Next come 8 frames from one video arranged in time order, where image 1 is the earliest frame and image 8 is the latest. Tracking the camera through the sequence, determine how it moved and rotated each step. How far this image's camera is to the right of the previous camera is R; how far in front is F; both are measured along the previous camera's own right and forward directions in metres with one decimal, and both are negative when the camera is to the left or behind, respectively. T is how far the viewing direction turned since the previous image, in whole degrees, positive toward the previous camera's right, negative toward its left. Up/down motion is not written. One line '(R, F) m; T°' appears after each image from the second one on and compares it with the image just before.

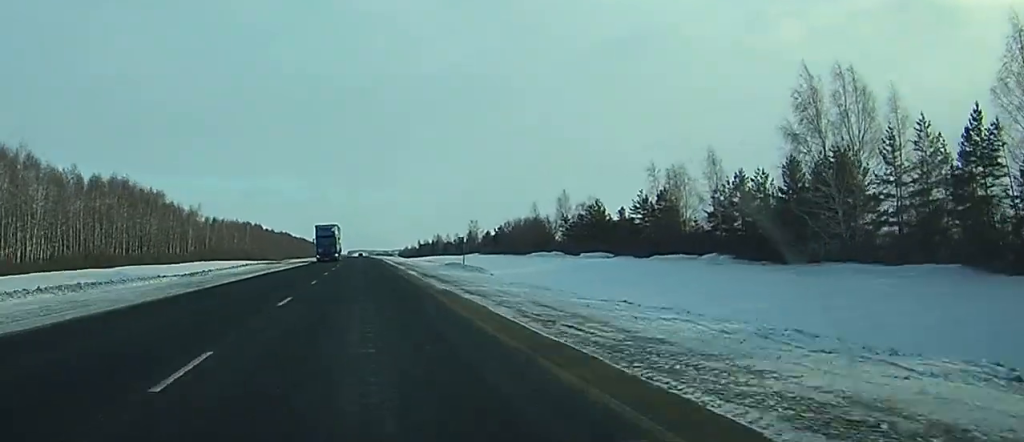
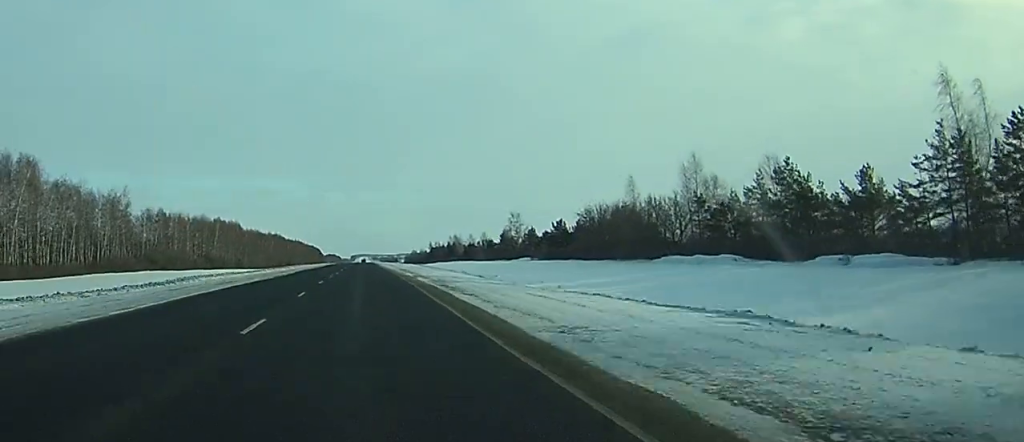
(-0.4, +77.9) m; -1°
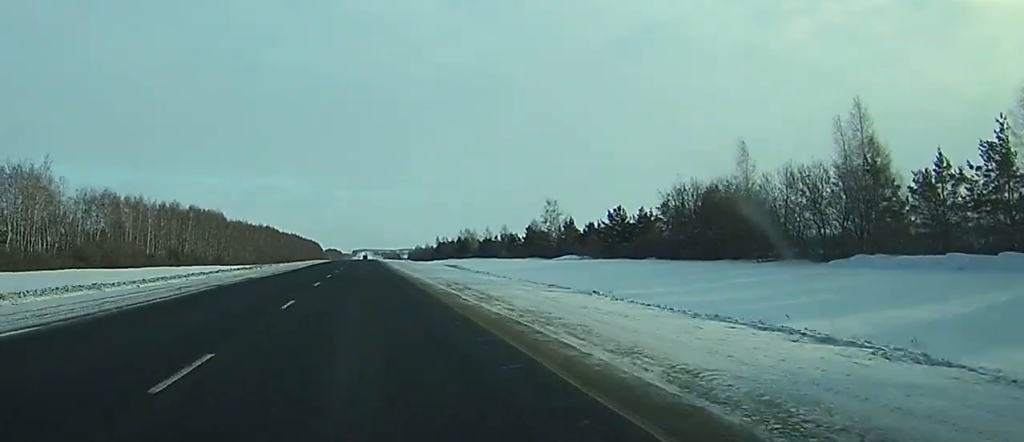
(-0.1, +42.5) m; 0°
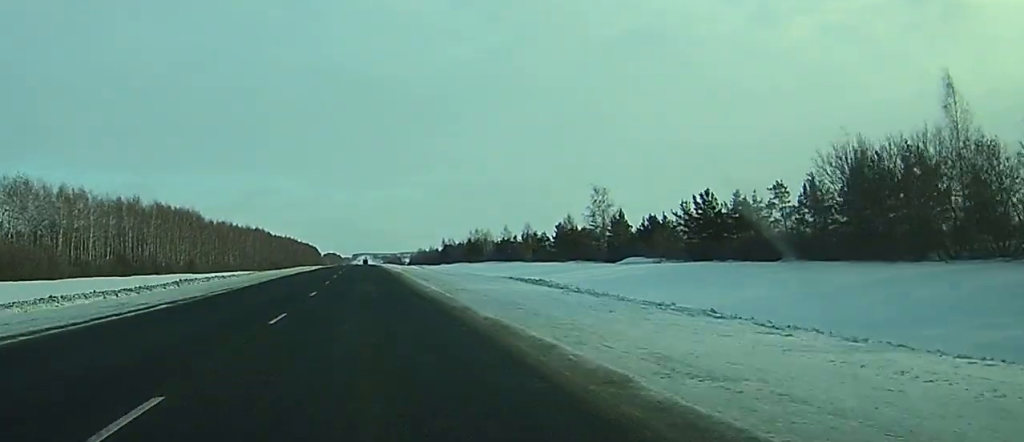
(+0.1, +38.8) m; 0°
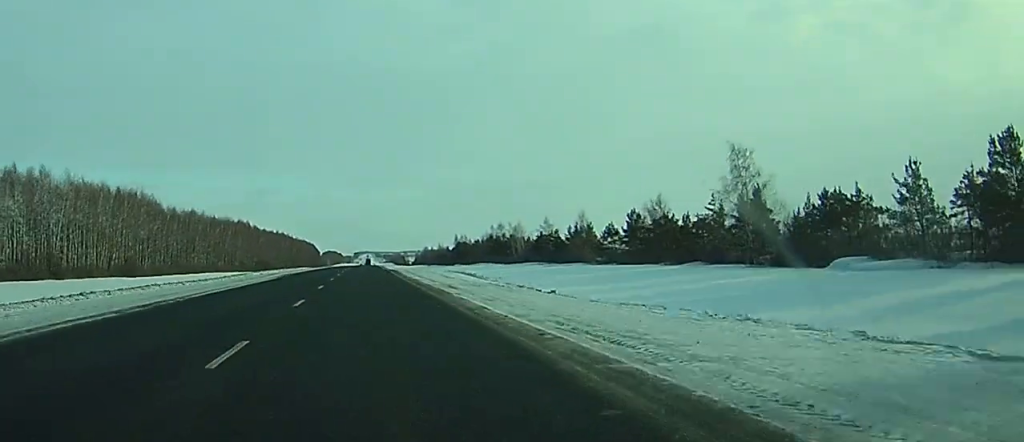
(0.0, +55.0) m; 0°
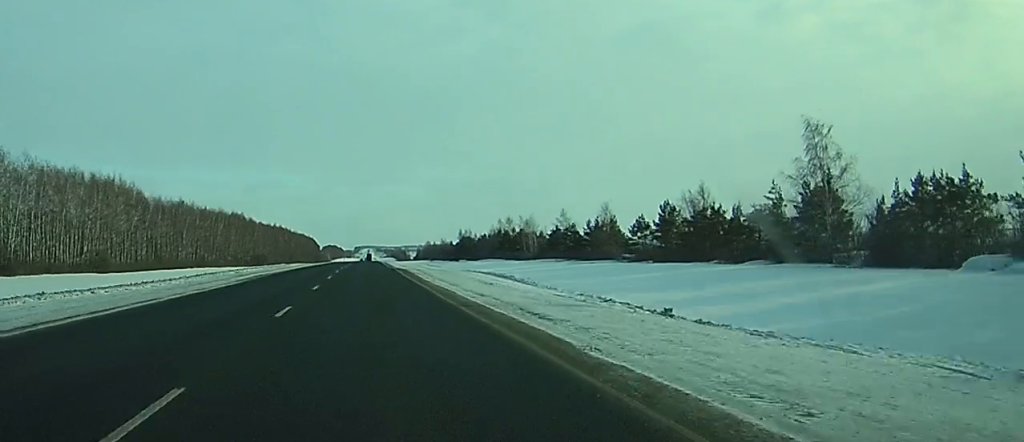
(0.0, +16.3) m; 0°
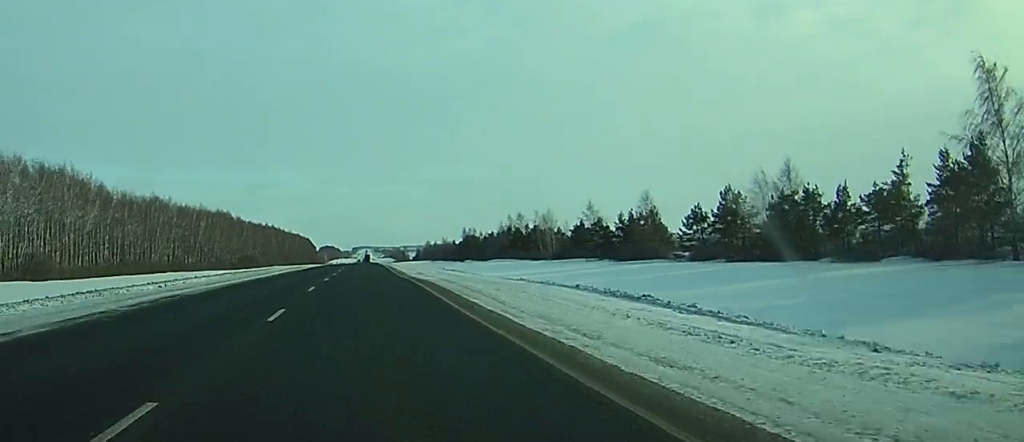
(+0.1, +24.5) m; 0°
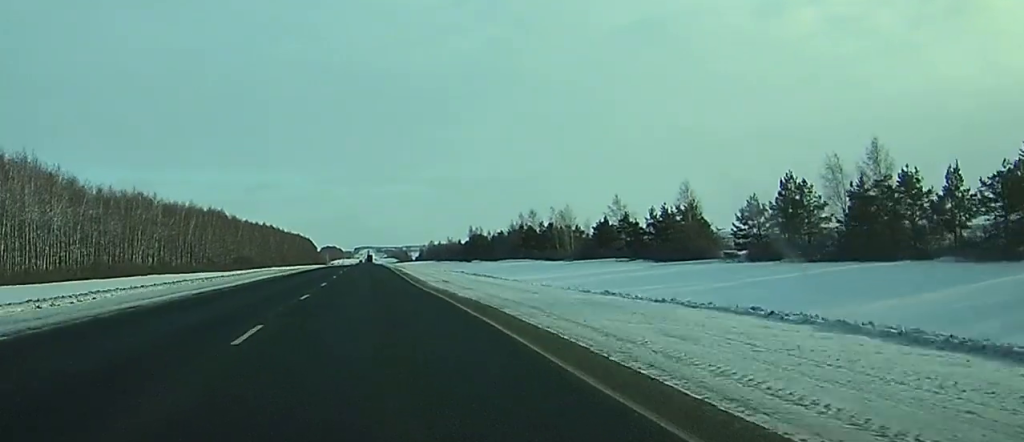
(+0.1, +16.3) m; 0°
